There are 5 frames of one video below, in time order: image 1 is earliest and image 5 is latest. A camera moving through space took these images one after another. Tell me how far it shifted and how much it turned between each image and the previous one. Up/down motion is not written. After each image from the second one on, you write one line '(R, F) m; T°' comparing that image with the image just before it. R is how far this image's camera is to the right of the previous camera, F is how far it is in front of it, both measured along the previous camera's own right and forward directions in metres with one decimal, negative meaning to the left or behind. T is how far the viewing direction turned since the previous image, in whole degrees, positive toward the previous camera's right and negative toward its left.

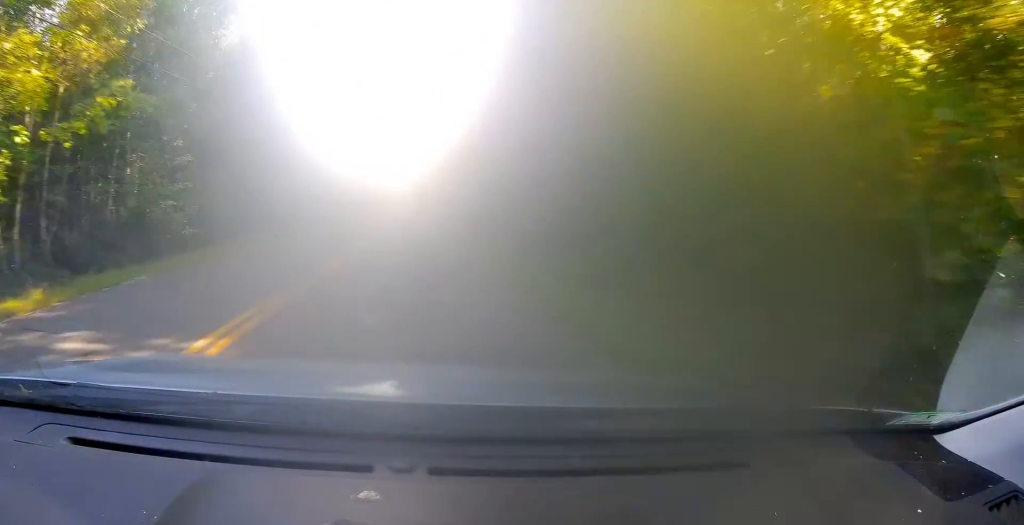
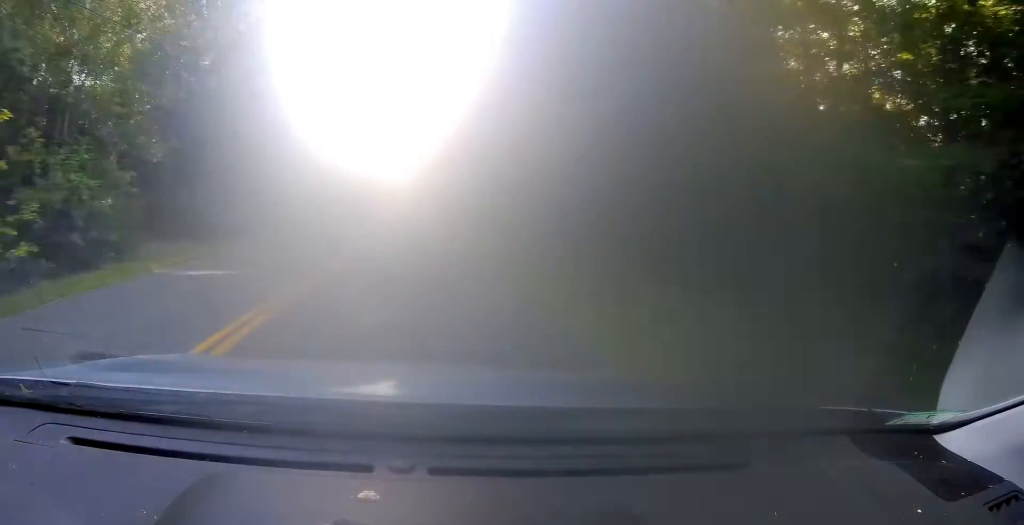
(+0.2, +9.2) m; +1°
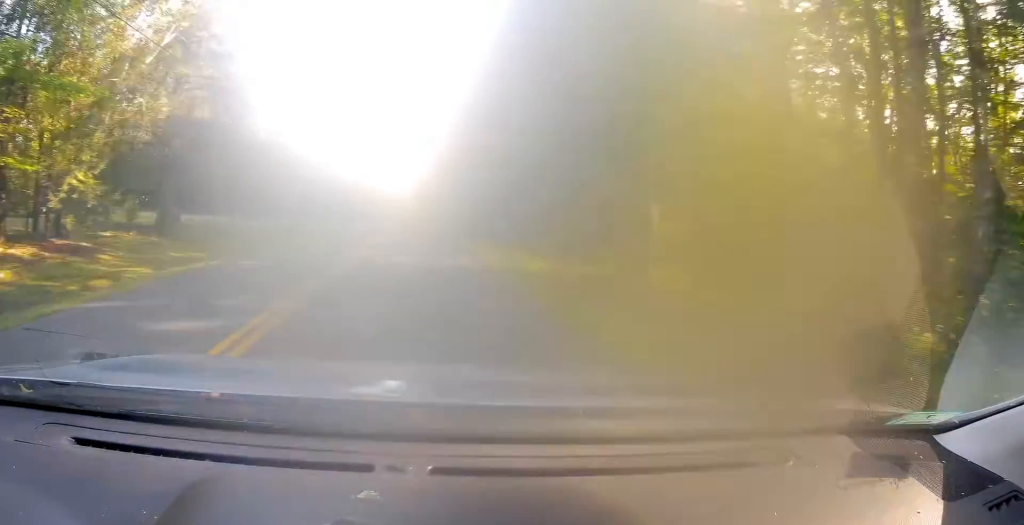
(+0.9, +39.8) m; +2°
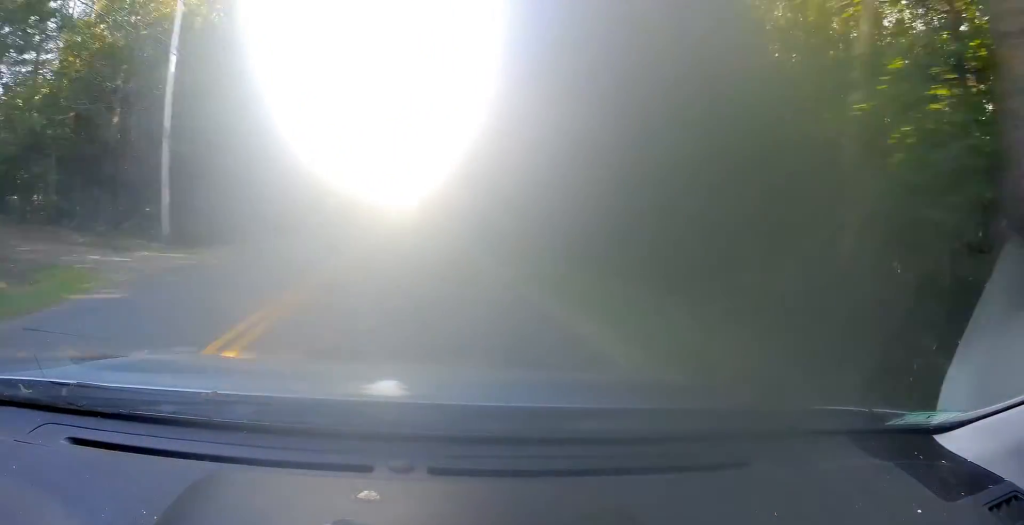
(-0.9, +62.5) m; -2°
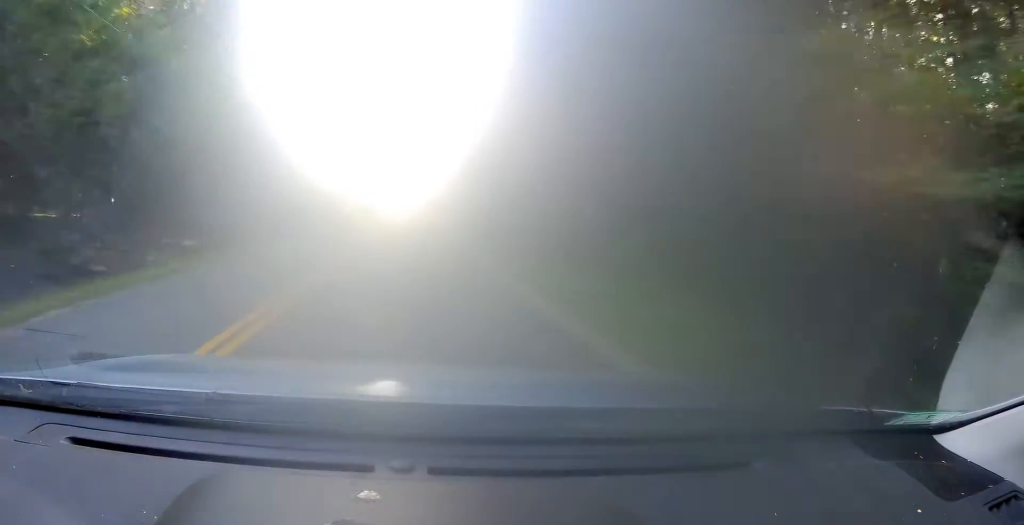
(-0.1, +13.1) m; -1°
